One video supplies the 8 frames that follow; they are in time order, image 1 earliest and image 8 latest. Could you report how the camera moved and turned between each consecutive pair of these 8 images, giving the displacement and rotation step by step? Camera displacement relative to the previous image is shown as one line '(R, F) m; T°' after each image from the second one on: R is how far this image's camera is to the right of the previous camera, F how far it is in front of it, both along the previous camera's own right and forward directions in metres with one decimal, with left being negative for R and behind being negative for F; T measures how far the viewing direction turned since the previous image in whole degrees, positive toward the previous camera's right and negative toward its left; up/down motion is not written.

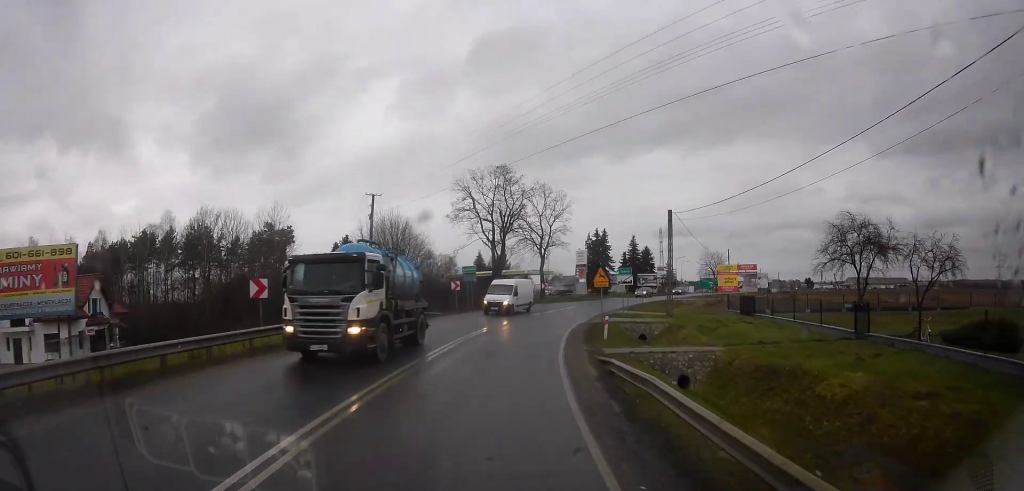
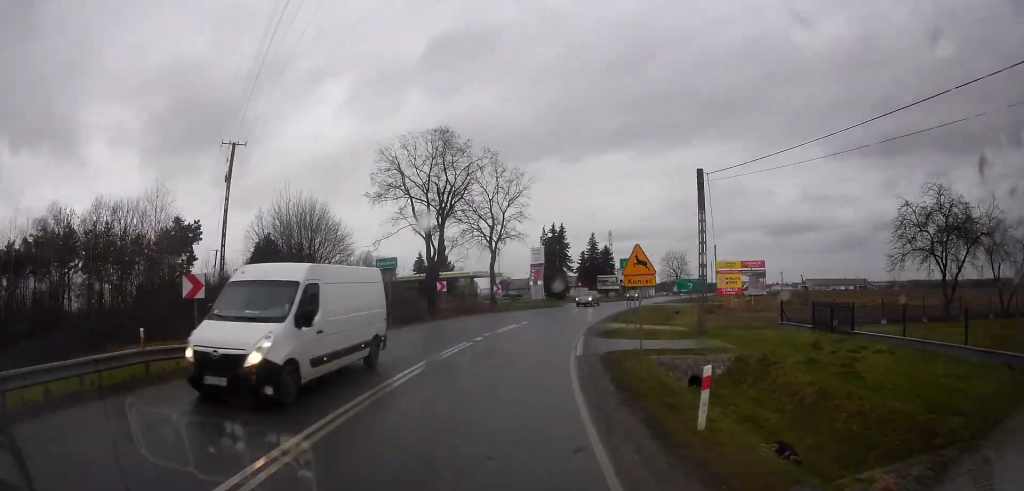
(+0.3, +14.1) m; +1°
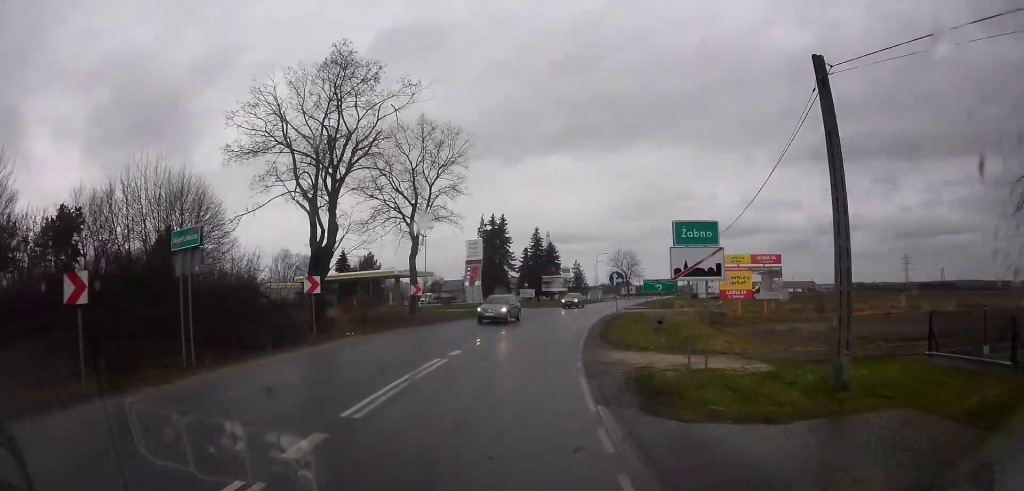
(-0.4, +13.8) m; +6°
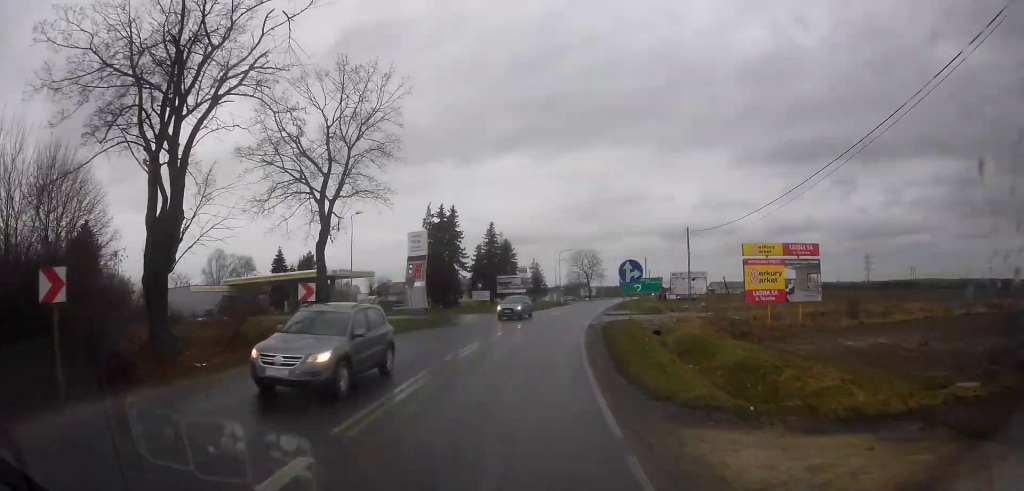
(+1.4, +10.6) m; +7°
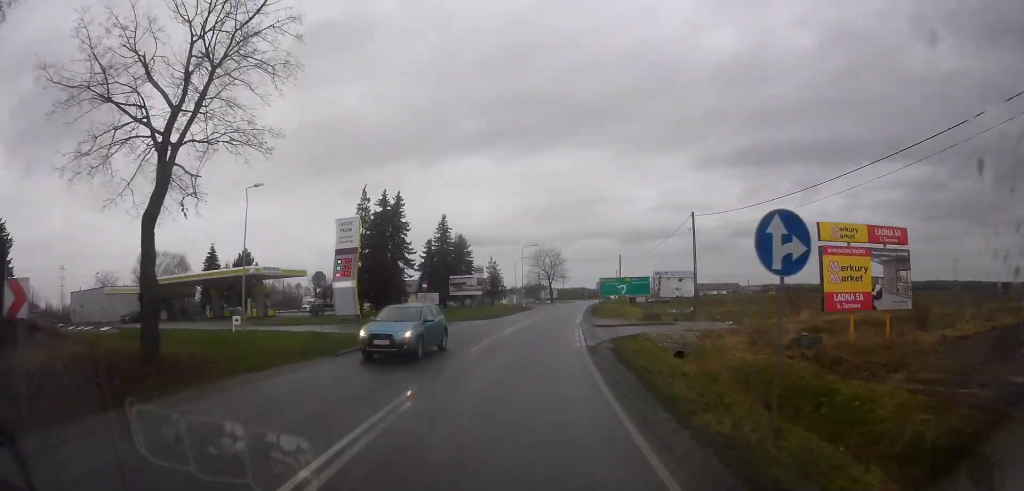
(+0.5, +11.1) m; +7°
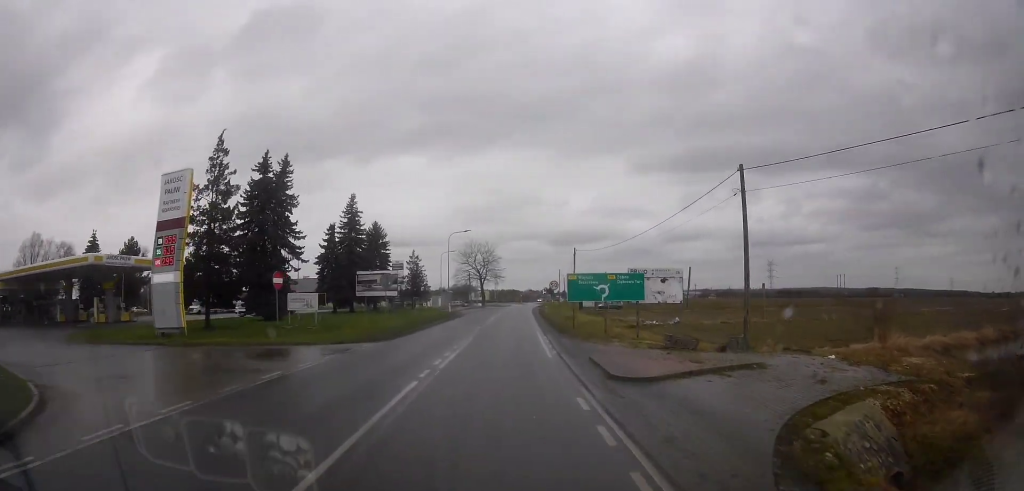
(+1.9, +16.7) m; +10°
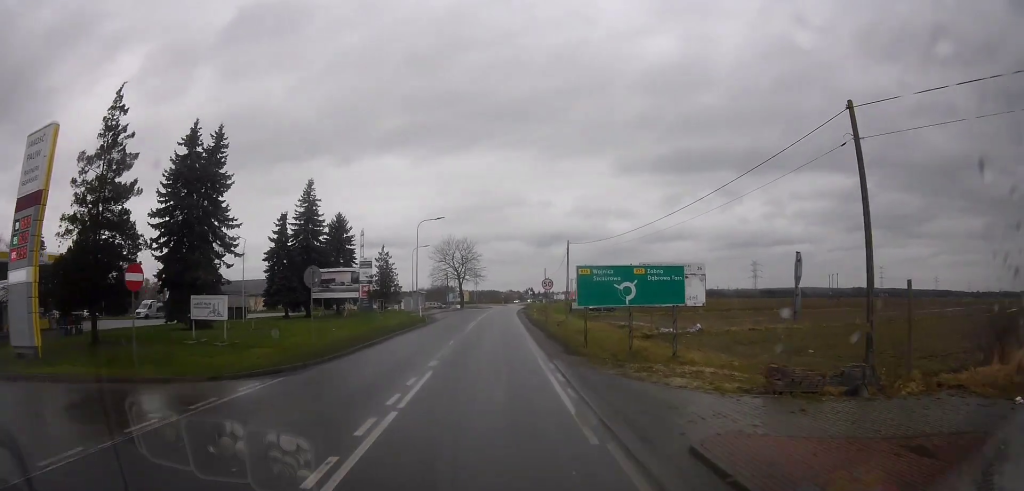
(+0.4, +9.1) m; +2°
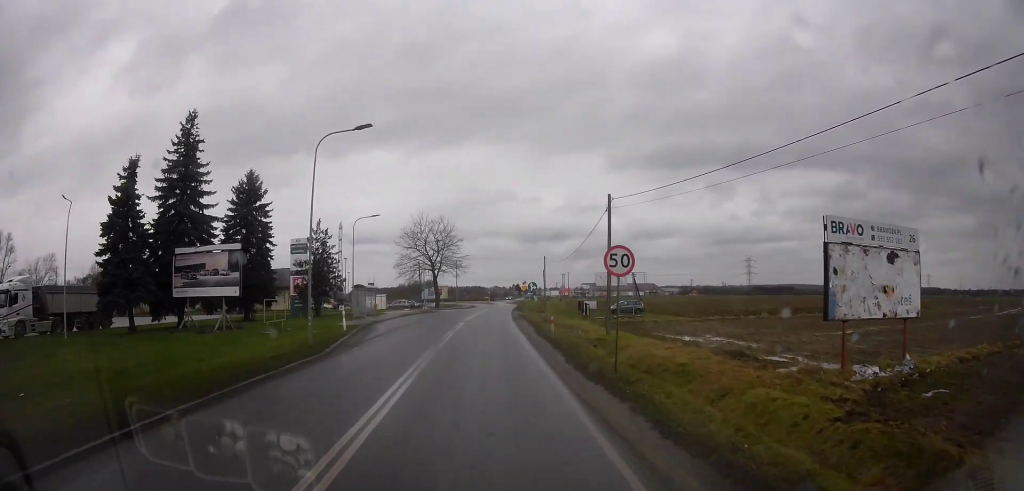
(0.0, +22.2) m; +4°
